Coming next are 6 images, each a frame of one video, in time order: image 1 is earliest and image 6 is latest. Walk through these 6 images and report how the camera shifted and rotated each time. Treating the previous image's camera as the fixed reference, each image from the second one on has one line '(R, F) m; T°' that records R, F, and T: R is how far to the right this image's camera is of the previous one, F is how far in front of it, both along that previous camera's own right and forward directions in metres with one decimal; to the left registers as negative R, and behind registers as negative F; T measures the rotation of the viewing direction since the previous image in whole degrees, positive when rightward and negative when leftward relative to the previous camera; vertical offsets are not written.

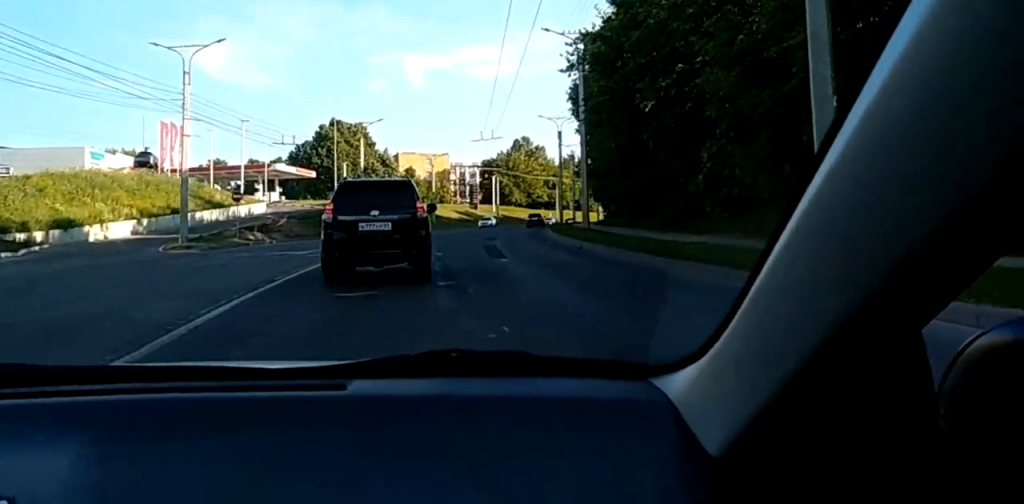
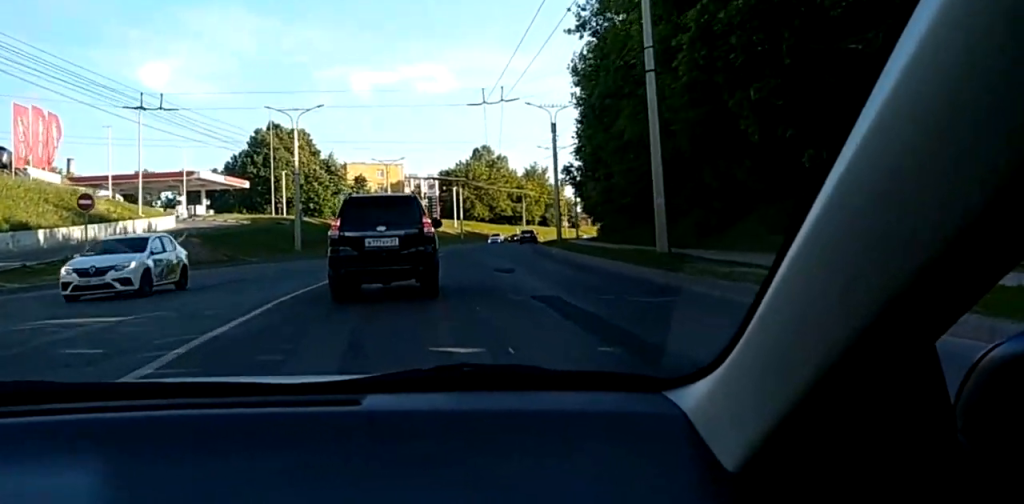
(+0.8, +17.7) m; +3°
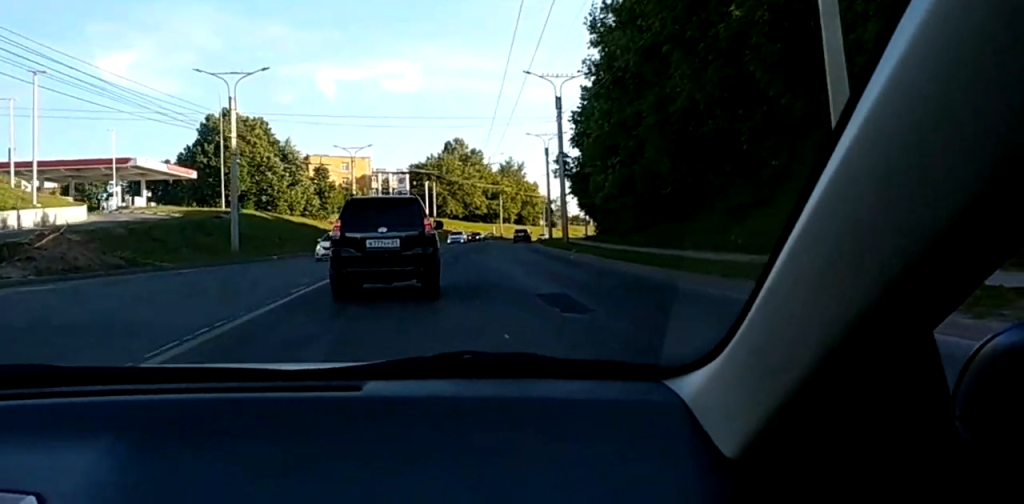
(0.0, +11.8) m; 0°
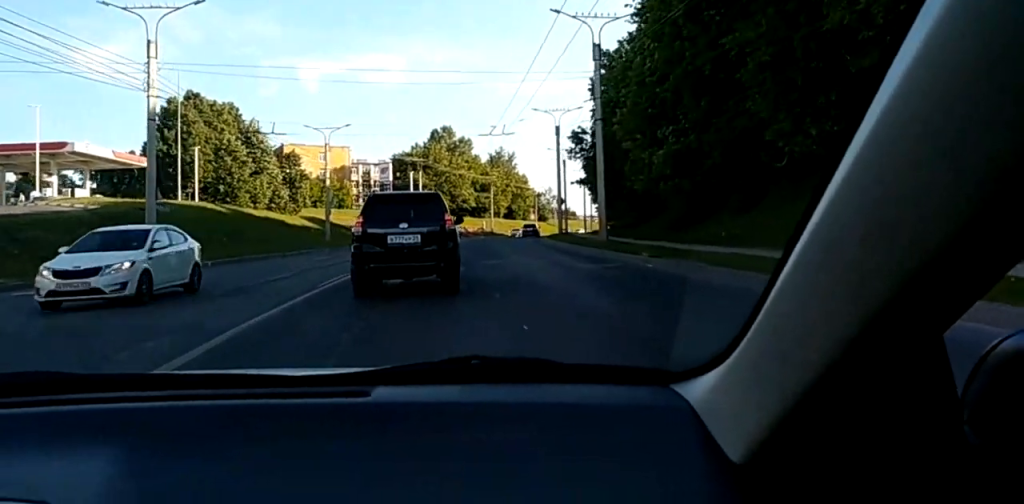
(+0.1, +12.0) m; -1°
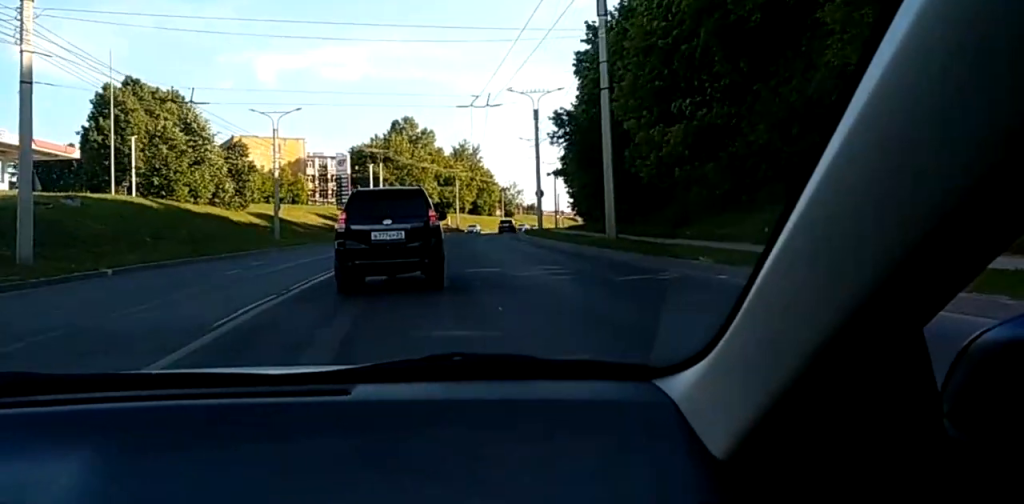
(-0.1, +6.9) m; +2°
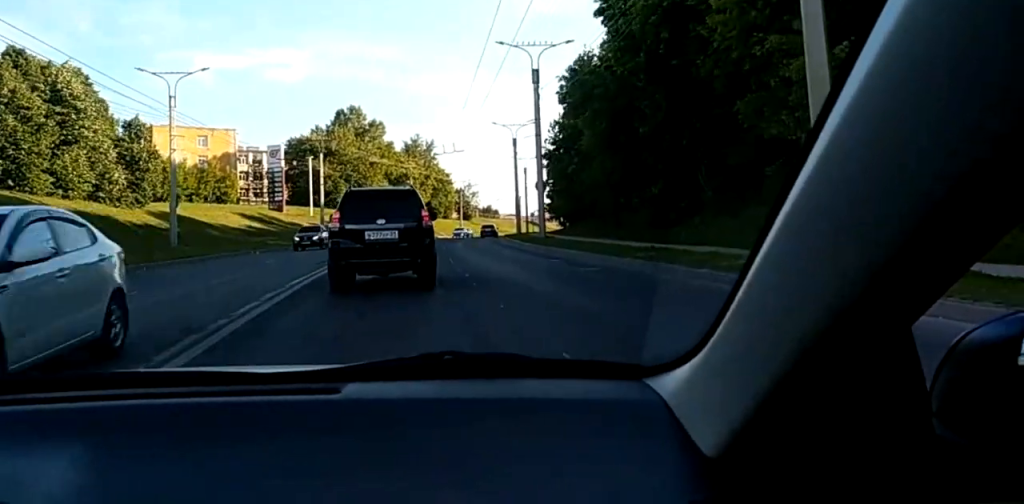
(+0.8, +15.9) m; +7°
